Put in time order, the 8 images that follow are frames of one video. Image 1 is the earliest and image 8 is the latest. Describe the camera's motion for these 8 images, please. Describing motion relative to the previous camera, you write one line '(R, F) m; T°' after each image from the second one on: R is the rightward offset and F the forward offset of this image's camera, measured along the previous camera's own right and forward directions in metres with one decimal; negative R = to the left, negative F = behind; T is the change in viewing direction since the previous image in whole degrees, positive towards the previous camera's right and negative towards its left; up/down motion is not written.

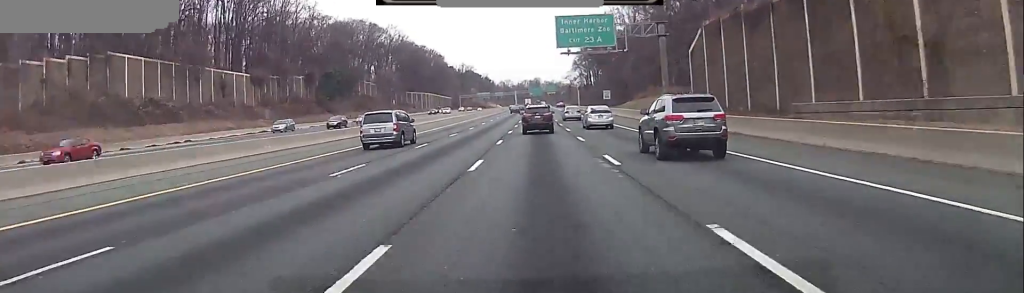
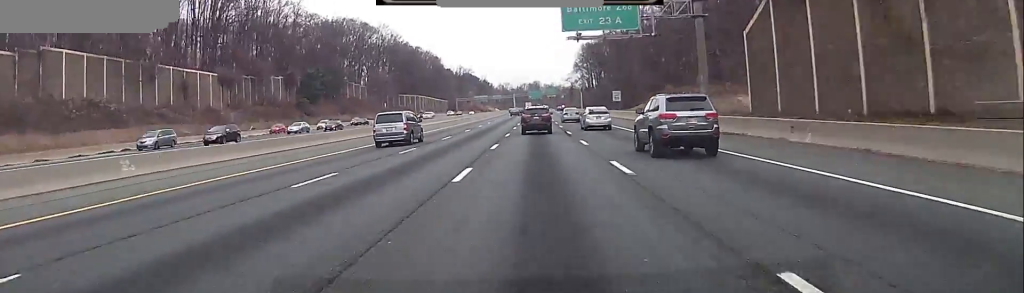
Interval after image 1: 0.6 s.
(+0.3, +14.3) m; 0°
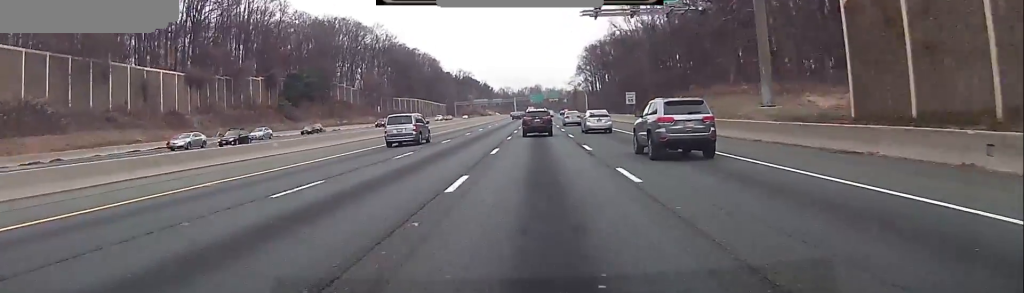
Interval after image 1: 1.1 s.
(0.0, +14.4) m; 0°
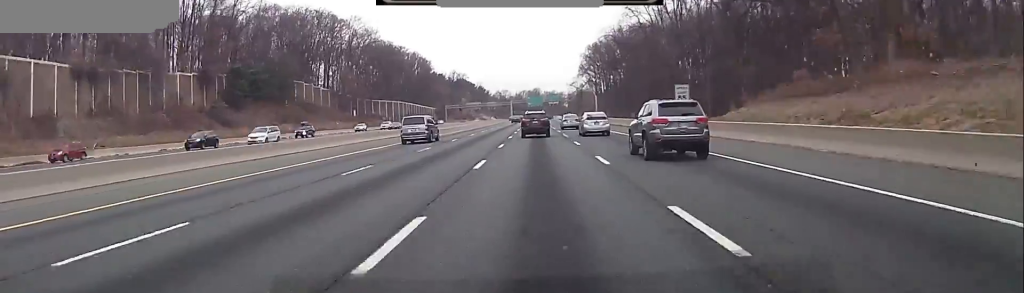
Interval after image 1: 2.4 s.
(-0.2, +31.3) m; +1°
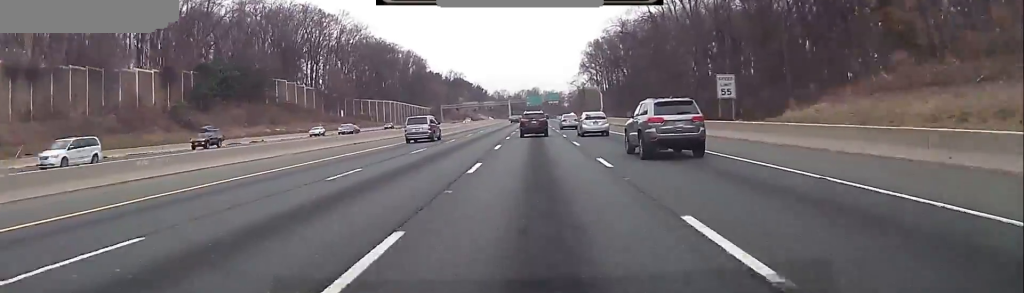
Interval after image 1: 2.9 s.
(+0.2, +14.4) m; +1°
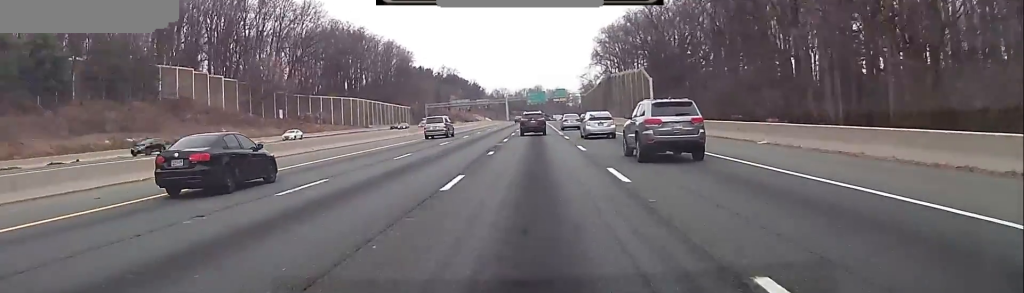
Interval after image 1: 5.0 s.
(0.0, +53.1) m; -1°
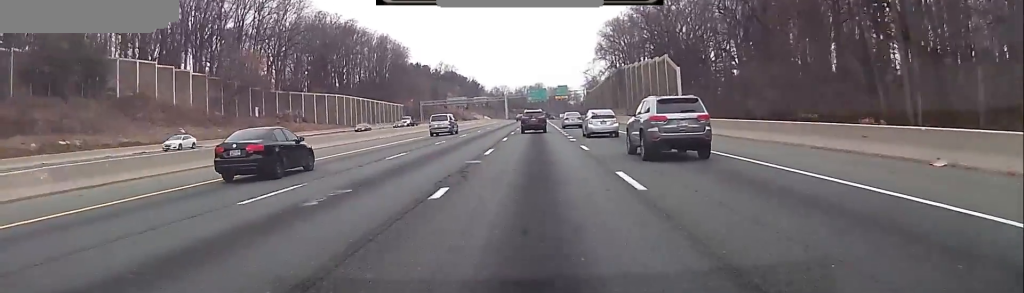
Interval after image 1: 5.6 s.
(-0.2, +13.4) m; 0°
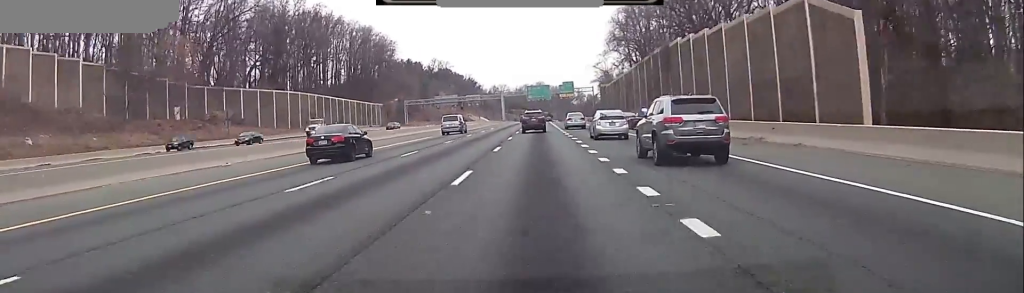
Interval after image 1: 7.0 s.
(+0.1, +34.9) m; -1°
